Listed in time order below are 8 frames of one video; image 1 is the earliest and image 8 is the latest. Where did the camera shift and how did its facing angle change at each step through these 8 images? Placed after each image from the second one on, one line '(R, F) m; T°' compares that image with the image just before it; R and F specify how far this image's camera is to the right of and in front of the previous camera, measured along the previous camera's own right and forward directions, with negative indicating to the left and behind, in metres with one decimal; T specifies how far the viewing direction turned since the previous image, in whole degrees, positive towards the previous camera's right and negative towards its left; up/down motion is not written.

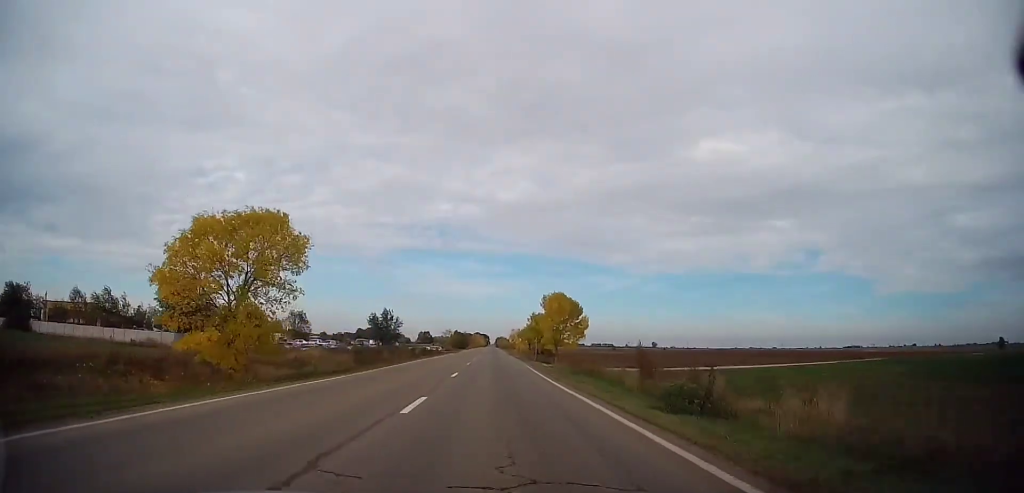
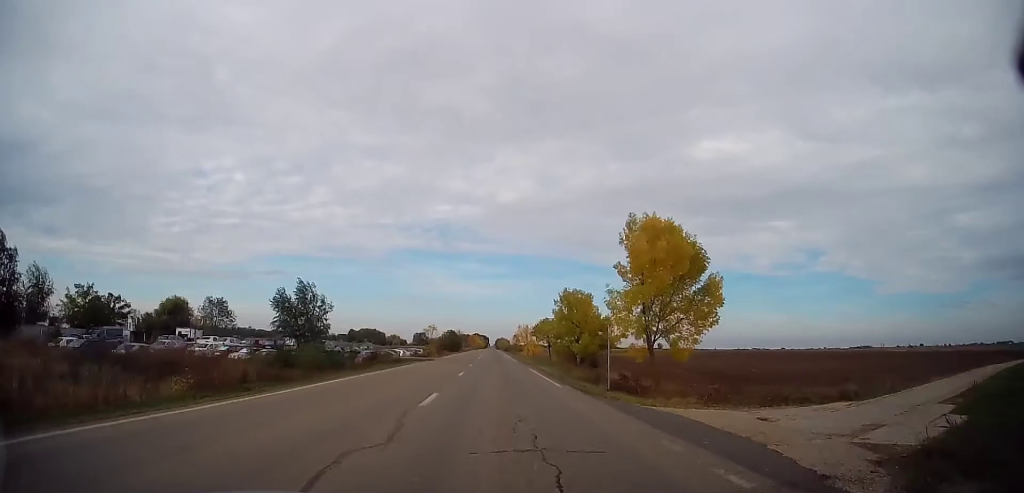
(-0.1, +32.5) m; 0°
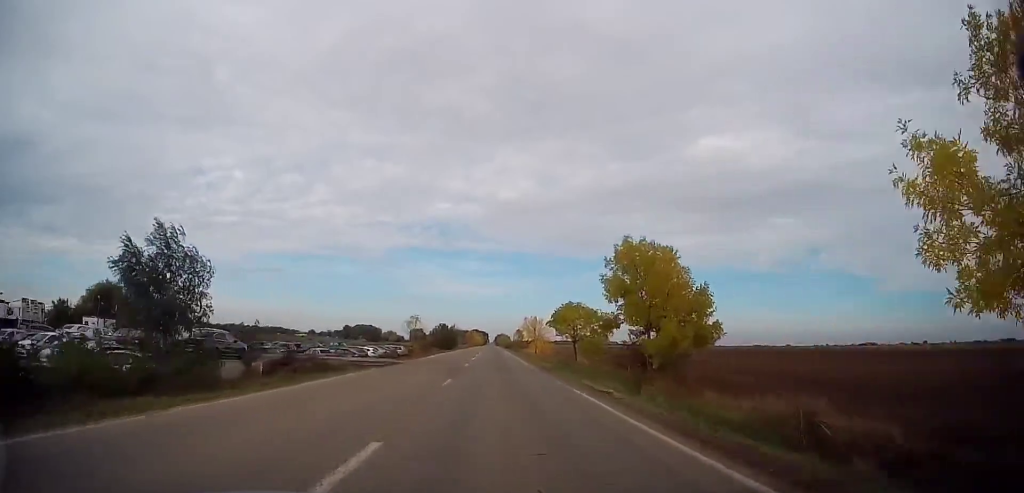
(0.0, +19.1) m; 0°
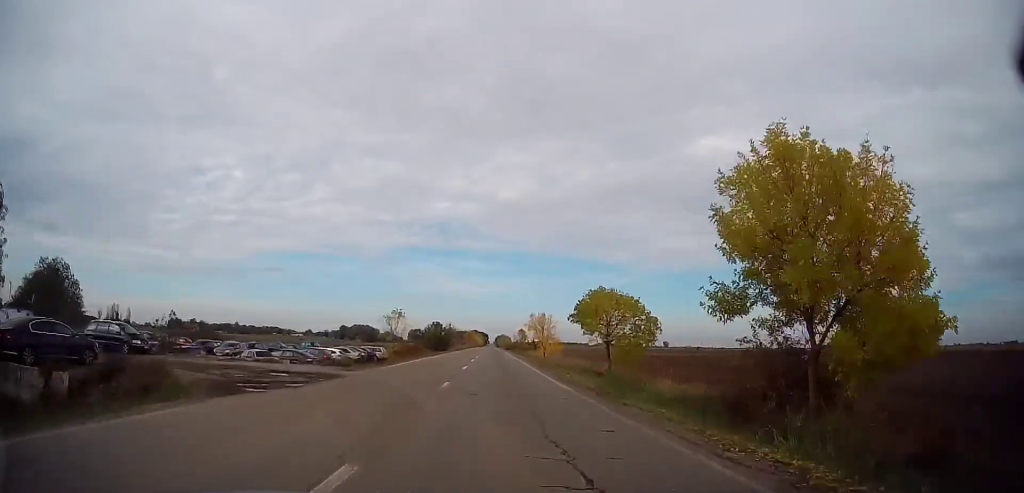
(+0.2, +12.6) m; 0°
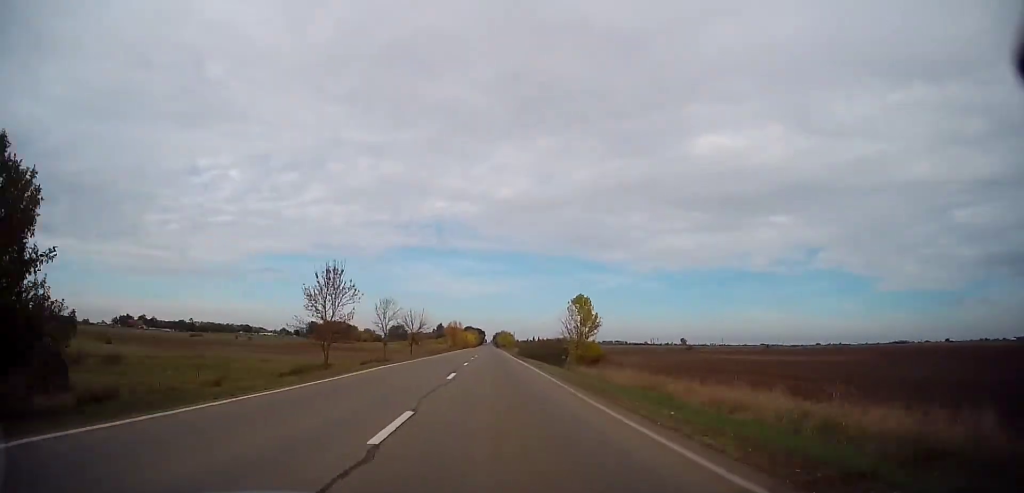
(-0.3, +87.0) m; 0°
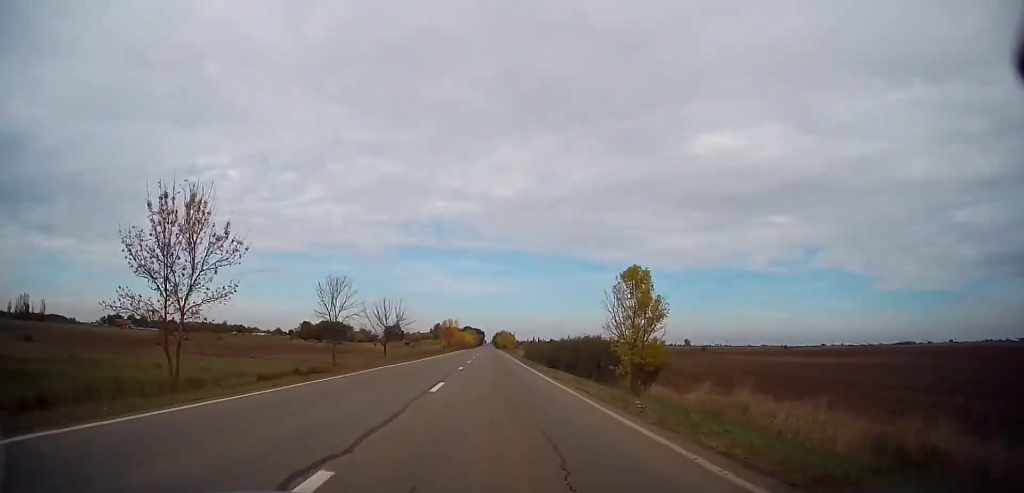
(-0.1, +16.1) m; 0°
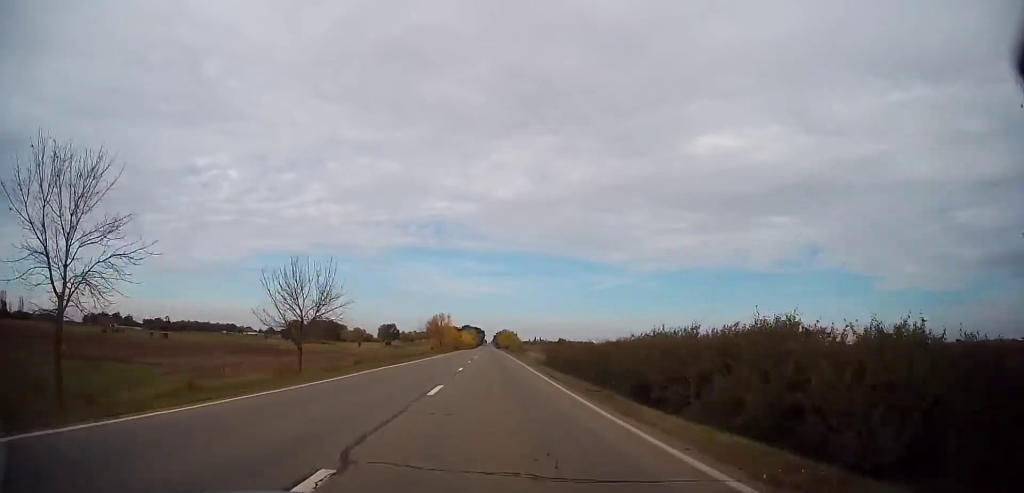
(-0.1, +23.3) m; 0°
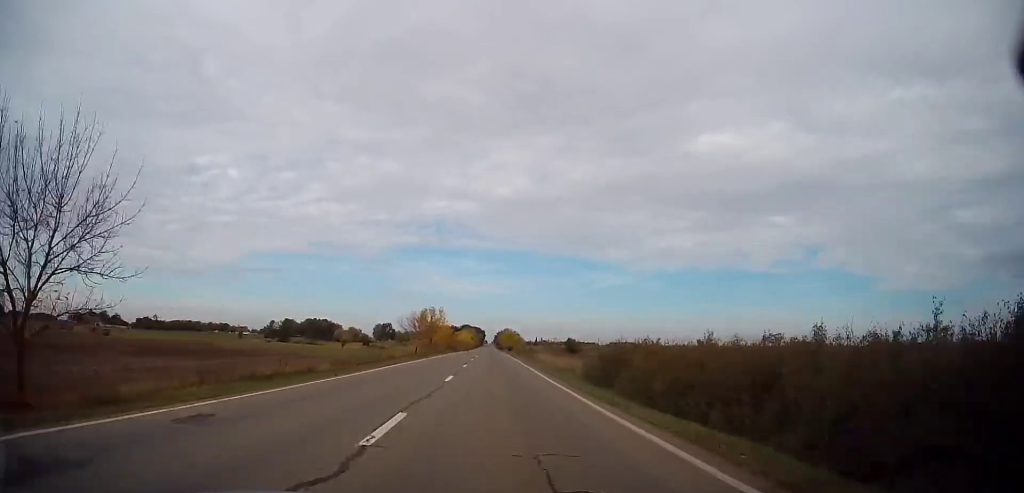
(-0.2, +18.6) m; 0°
